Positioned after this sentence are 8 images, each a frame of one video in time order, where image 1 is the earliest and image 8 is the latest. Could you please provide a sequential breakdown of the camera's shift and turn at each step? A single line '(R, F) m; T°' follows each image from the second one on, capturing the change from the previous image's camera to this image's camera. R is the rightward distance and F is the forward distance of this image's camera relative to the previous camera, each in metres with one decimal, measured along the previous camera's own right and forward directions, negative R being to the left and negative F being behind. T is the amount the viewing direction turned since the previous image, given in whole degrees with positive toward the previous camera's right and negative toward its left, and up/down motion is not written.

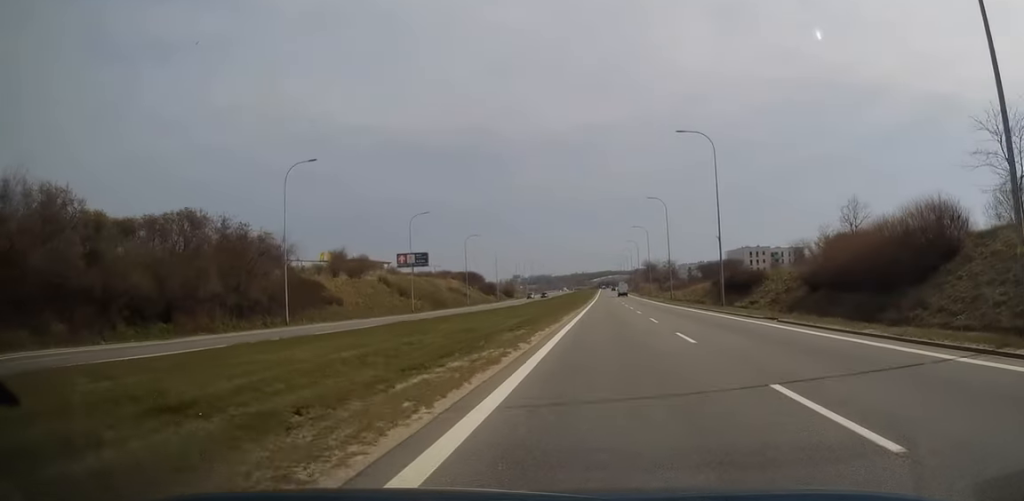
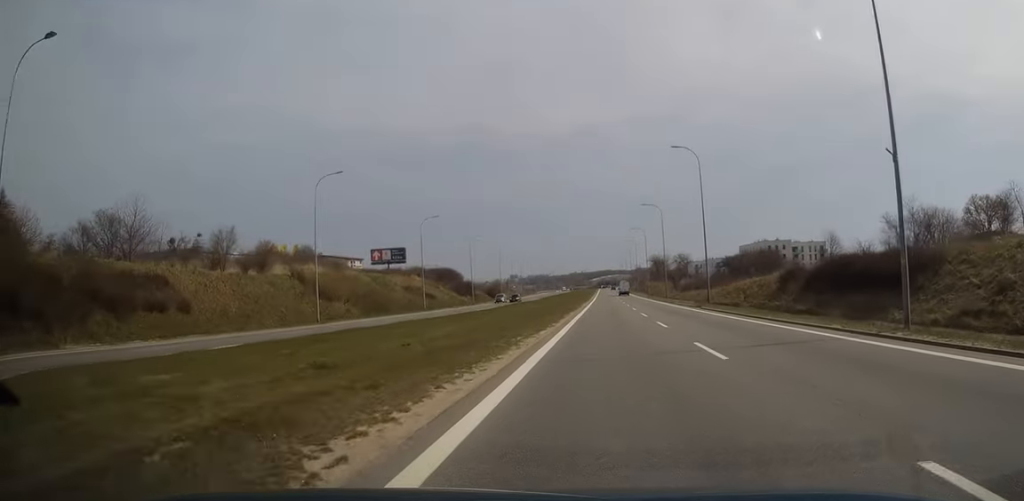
(-0.2, +28.2) m; 0°
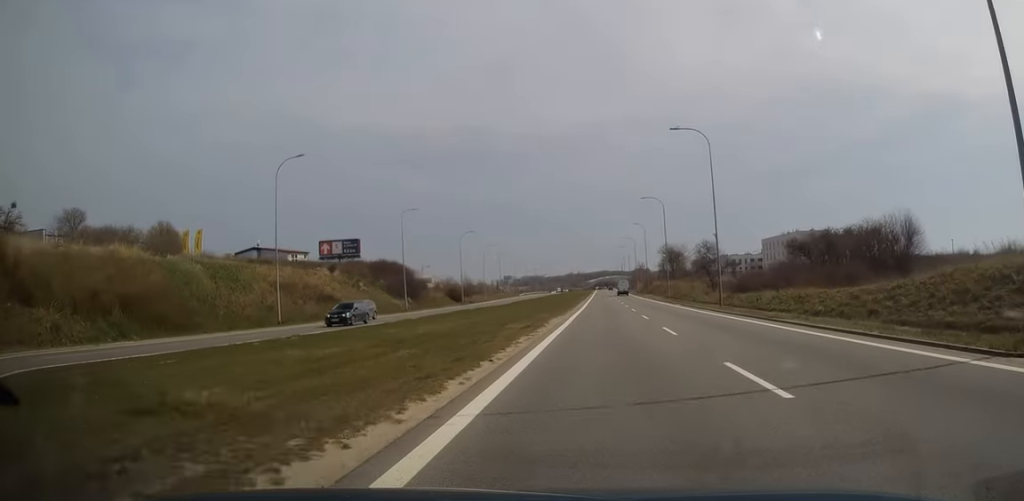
(+0.5, +40.4) m; +1°
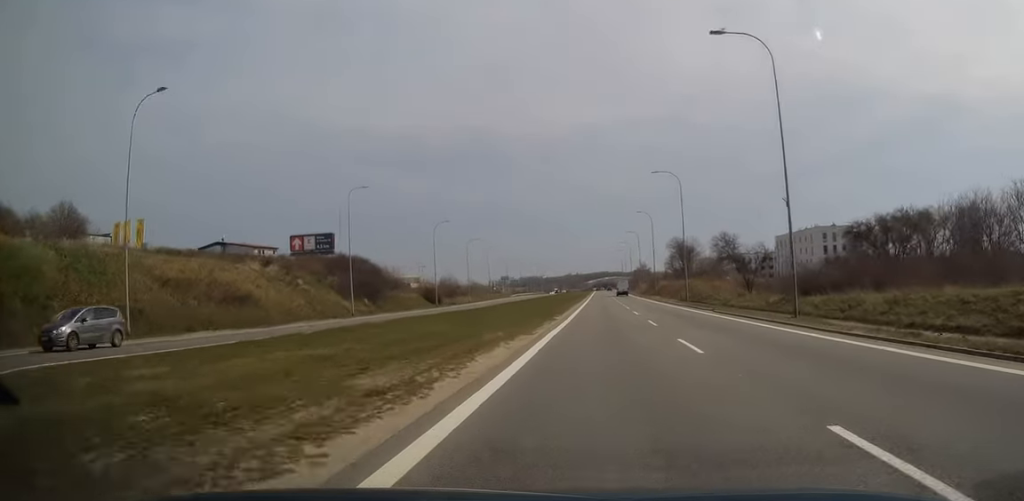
(0.0, +17.6) m; 0°
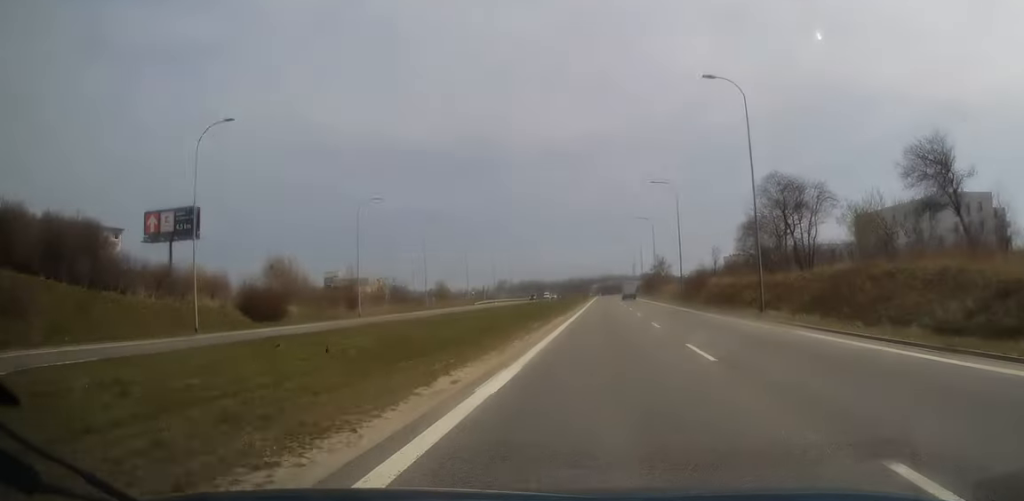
(+0.1, +61.0) m; 0°
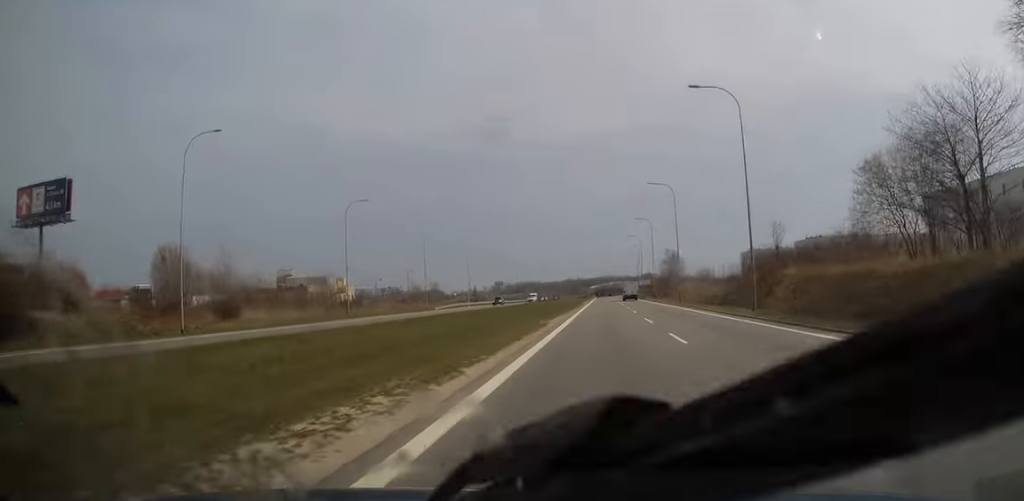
(0.0, +31.7) m; 0°
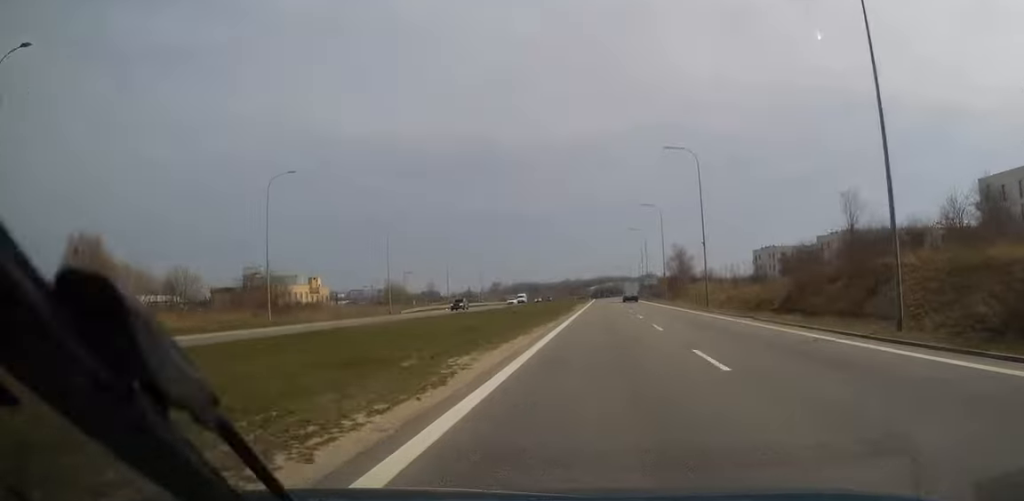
(0.0, +17.6) m; 0°
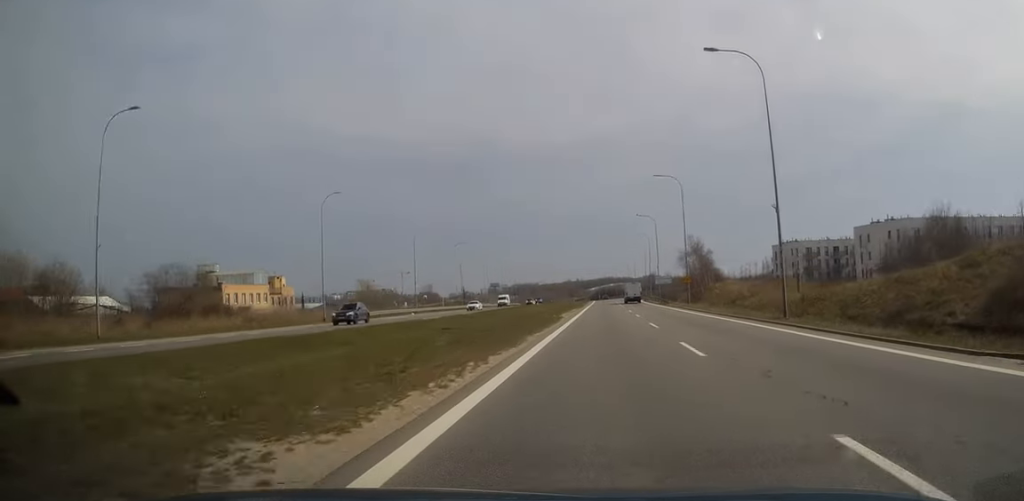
(-0.2, +21.1) m; 0°
